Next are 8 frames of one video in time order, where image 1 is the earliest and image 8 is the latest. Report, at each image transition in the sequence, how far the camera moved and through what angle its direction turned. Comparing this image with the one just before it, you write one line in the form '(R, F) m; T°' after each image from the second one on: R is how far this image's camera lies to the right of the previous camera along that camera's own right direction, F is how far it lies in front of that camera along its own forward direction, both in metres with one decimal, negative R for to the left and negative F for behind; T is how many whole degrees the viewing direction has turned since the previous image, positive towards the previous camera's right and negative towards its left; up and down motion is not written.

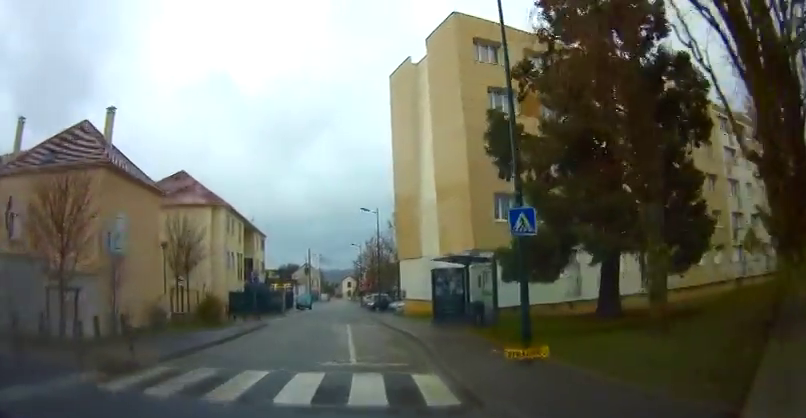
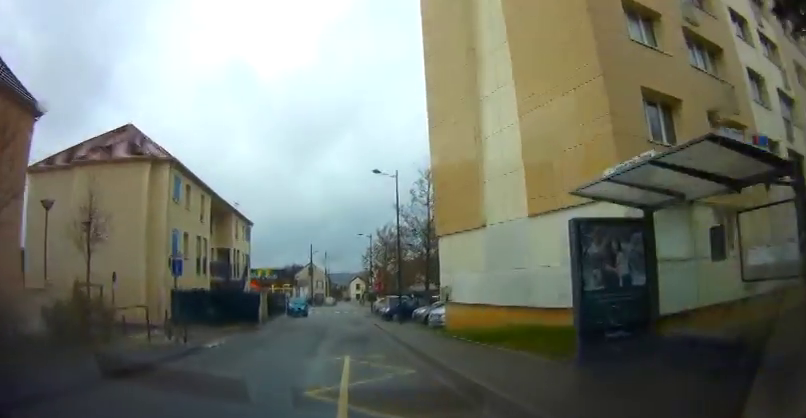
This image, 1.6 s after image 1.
(-0.1, +12.6) m; 0°
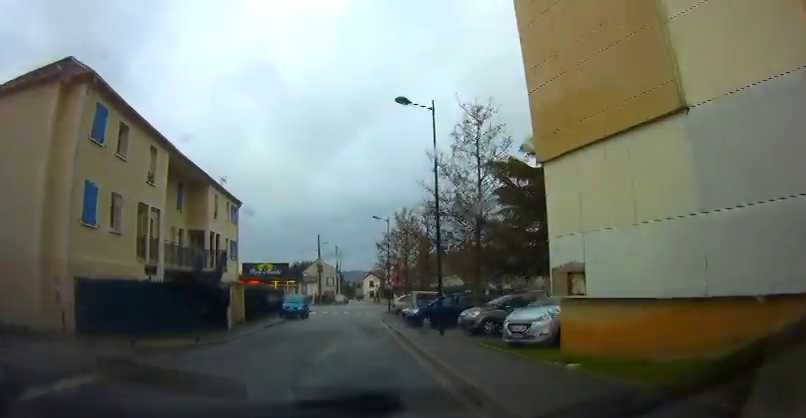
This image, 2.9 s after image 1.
(0.0, +10.0) m; -1°
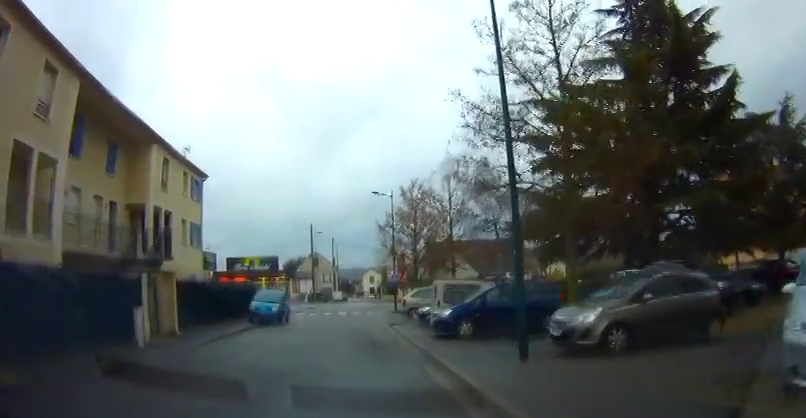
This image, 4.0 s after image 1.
(-0.1, +9.1) m; -1°
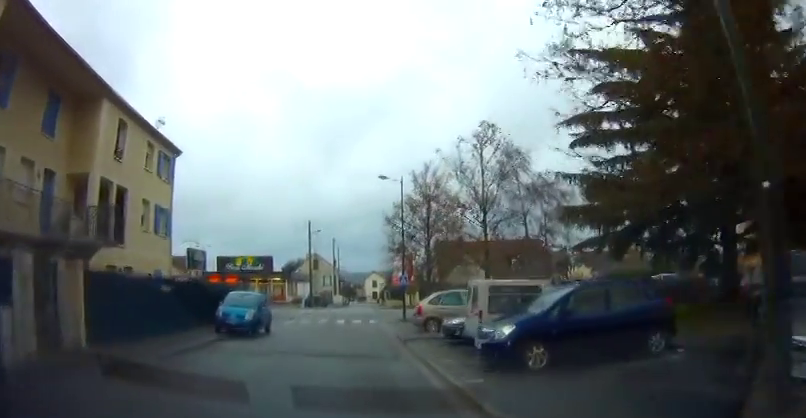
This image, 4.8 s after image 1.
(0.0, +5.7) m; 0°
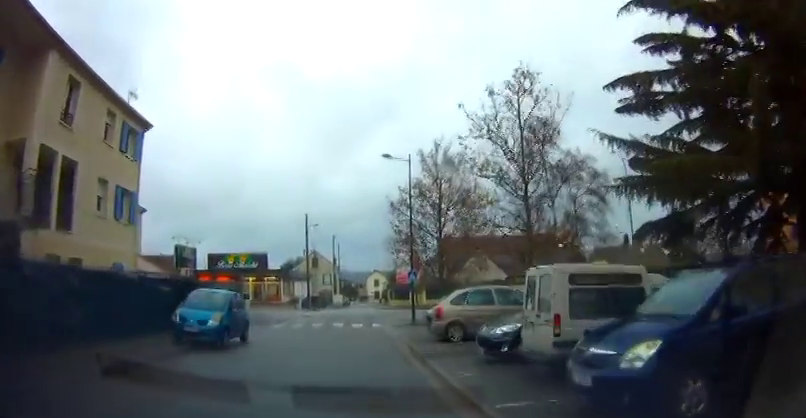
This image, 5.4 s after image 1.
(0.0, +4.1) m; 0°
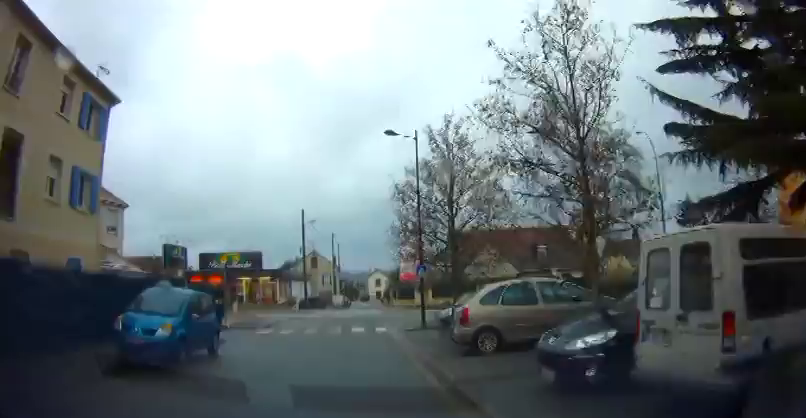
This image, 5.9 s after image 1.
(0.0, +3.3) m; 0°
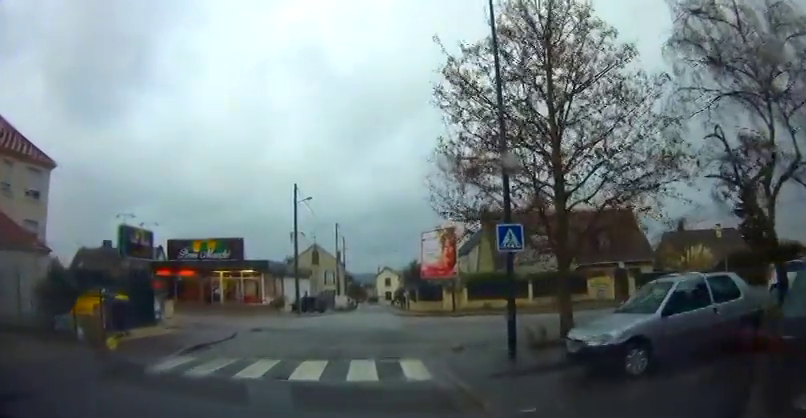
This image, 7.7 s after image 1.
(-0.2, +12.9) m; -1°
